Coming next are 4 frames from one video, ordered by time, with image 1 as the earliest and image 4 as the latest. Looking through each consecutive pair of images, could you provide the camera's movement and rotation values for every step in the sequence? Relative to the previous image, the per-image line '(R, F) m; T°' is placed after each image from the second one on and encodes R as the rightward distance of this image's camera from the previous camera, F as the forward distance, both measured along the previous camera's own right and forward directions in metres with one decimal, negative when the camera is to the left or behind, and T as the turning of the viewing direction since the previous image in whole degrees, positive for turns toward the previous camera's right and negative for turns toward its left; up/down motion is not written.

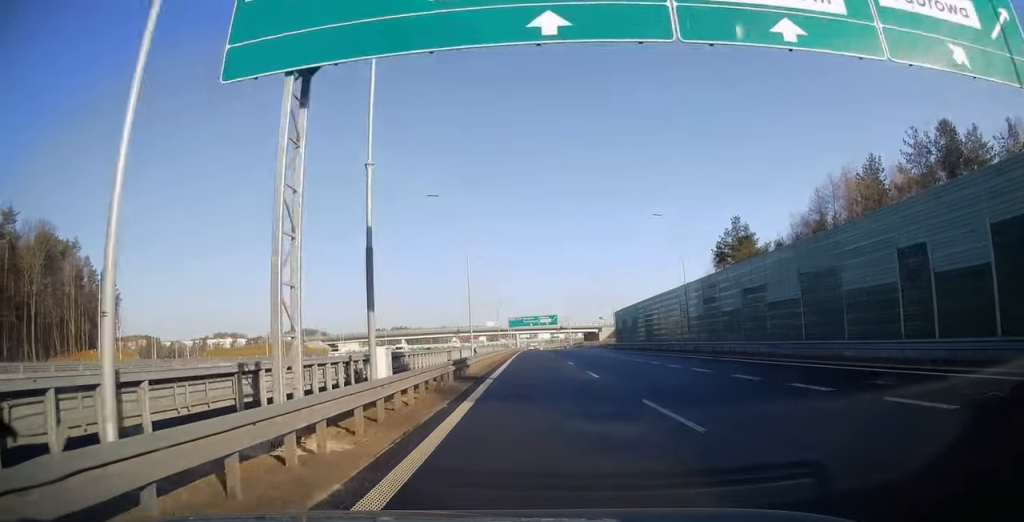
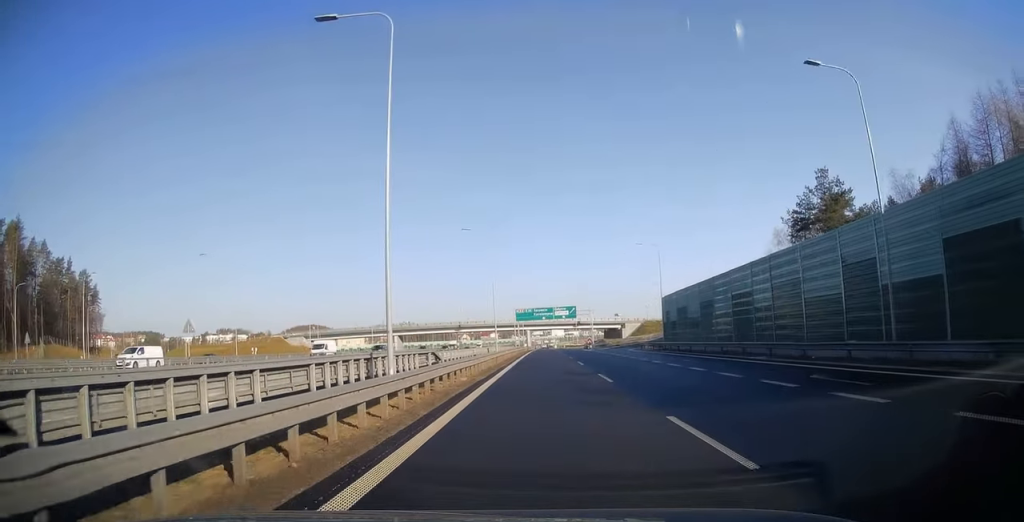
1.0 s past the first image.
(-0.2, +26.3) m; -1°
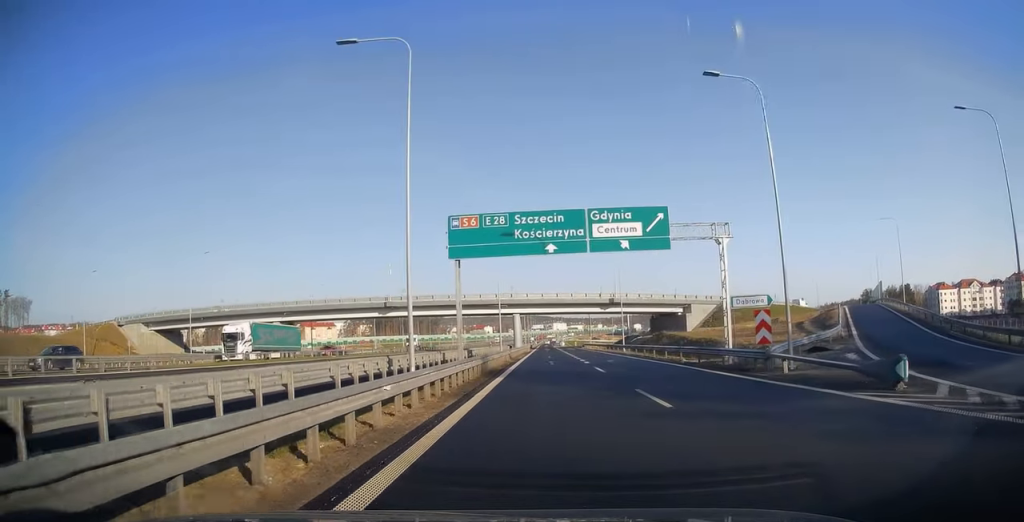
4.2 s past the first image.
(-1.0, +78.8) m; 0°
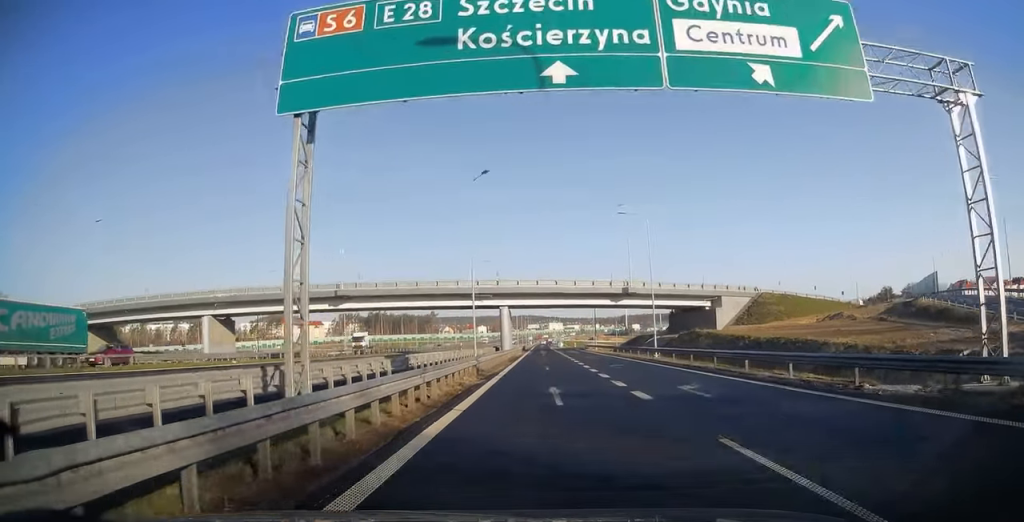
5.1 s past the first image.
(+0.3, +19.5) m; 0°
